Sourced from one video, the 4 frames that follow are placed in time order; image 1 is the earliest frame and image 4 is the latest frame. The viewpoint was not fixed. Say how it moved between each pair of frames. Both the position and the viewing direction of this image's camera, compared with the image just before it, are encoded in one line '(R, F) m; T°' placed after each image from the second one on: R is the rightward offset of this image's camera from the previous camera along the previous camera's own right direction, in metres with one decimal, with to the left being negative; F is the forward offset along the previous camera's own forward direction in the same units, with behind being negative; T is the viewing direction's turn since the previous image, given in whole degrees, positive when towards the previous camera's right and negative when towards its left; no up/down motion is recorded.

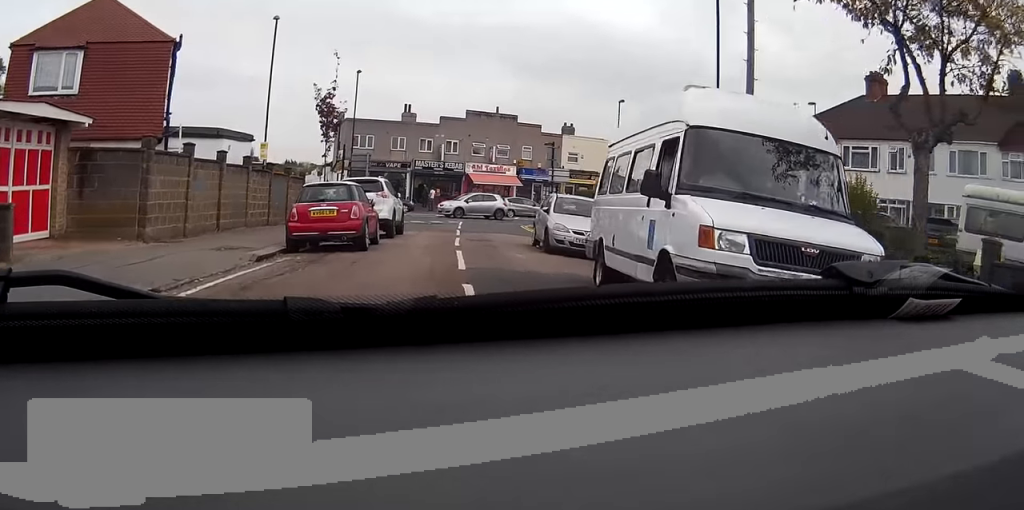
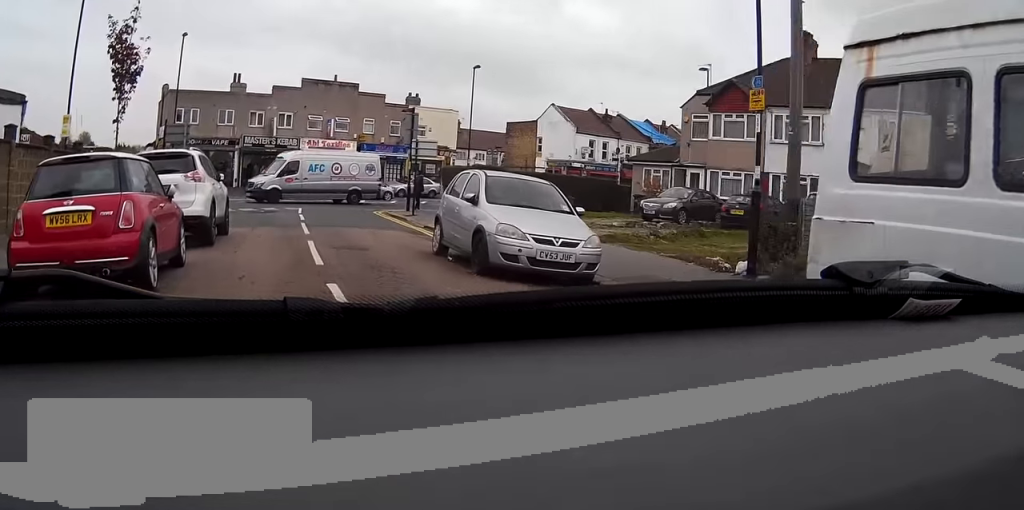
(+0.9, +8.0) m; +12°
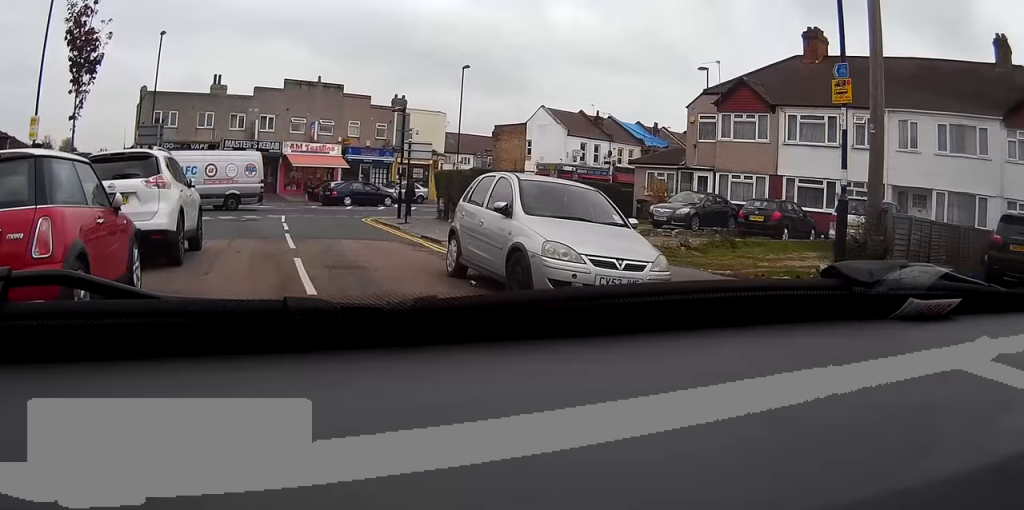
(0.0, +2.4) m; +1°
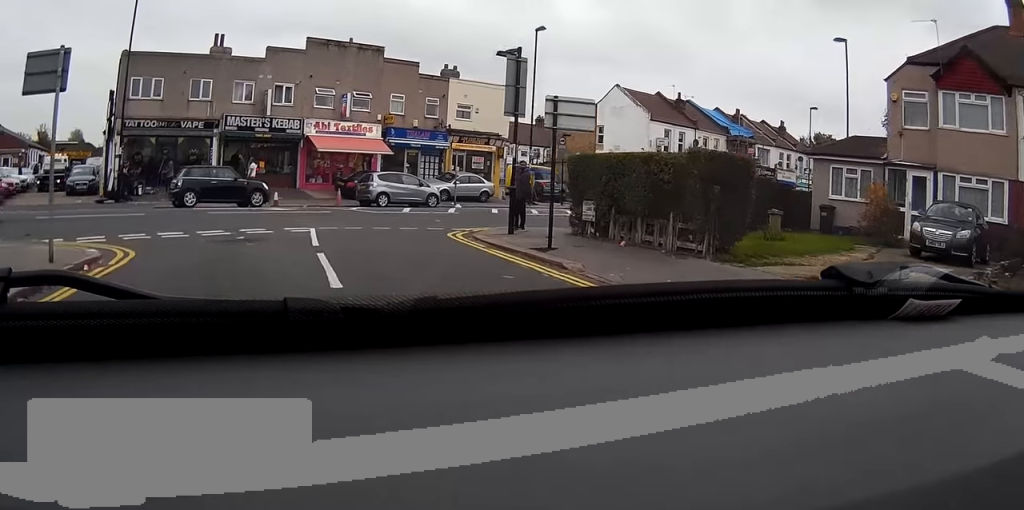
(+0.2, +12.8) m; 0°
